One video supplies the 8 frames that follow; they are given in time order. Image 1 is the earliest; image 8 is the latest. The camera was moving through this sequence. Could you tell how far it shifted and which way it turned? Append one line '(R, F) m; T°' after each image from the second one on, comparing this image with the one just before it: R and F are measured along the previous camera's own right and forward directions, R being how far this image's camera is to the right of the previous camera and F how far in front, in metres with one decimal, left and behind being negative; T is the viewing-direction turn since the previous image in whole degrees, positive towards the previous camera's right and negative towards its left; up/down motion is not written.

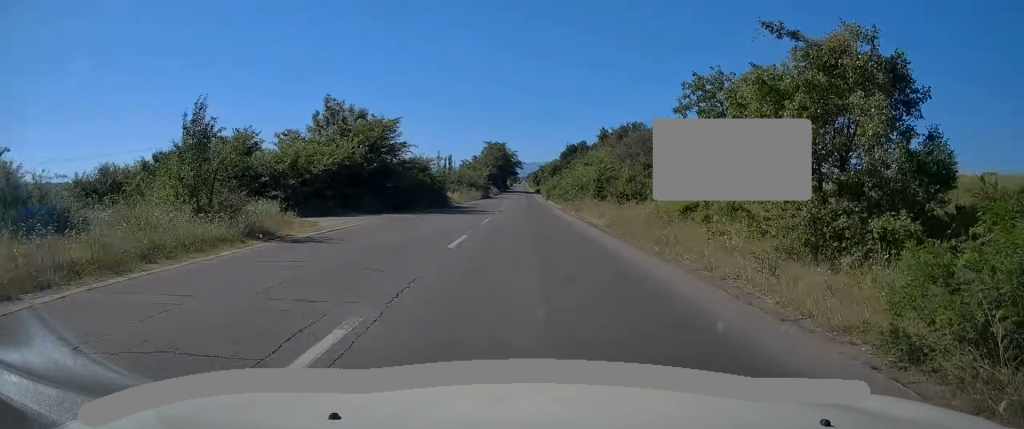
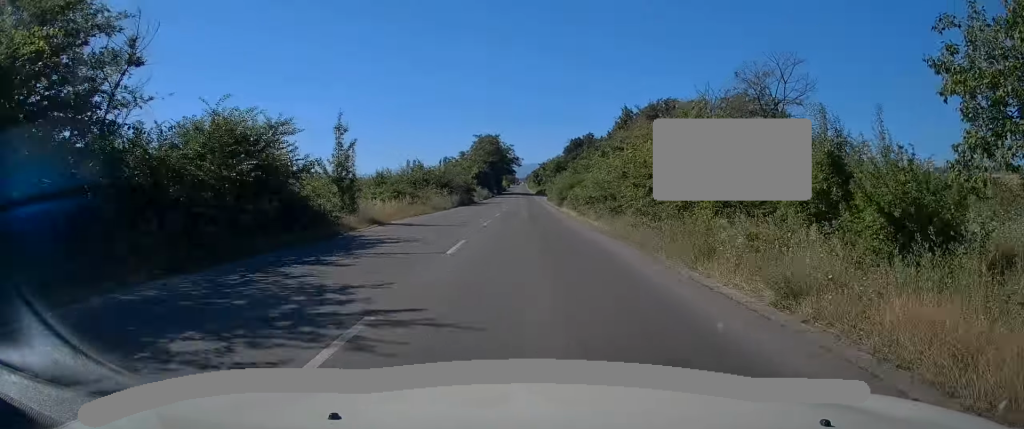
(-0.1, +27.1) m; 0°
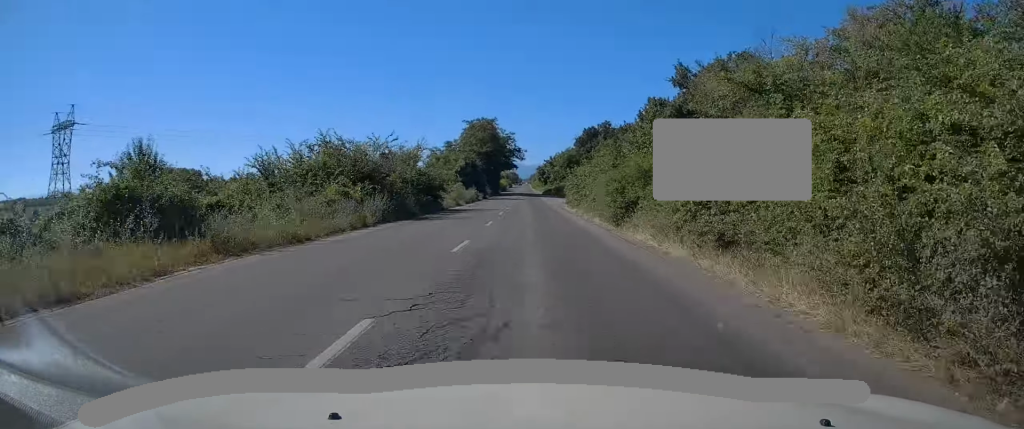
(0.0, +28.1) m; 0°
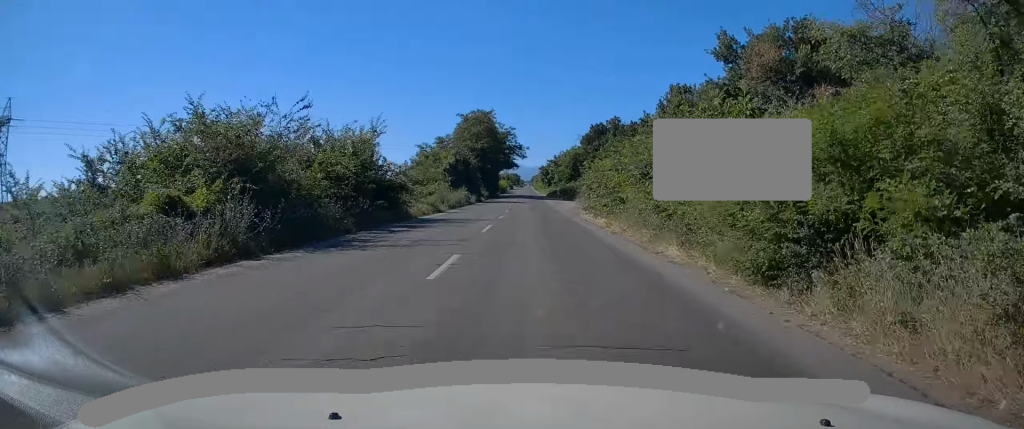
(0.0, +12.1) m; 0°
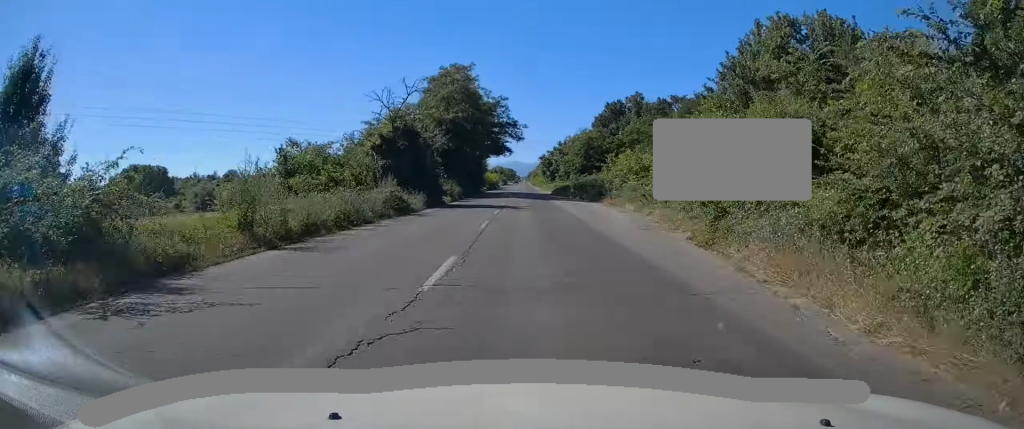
(-0.1, +29.1) m; 0°
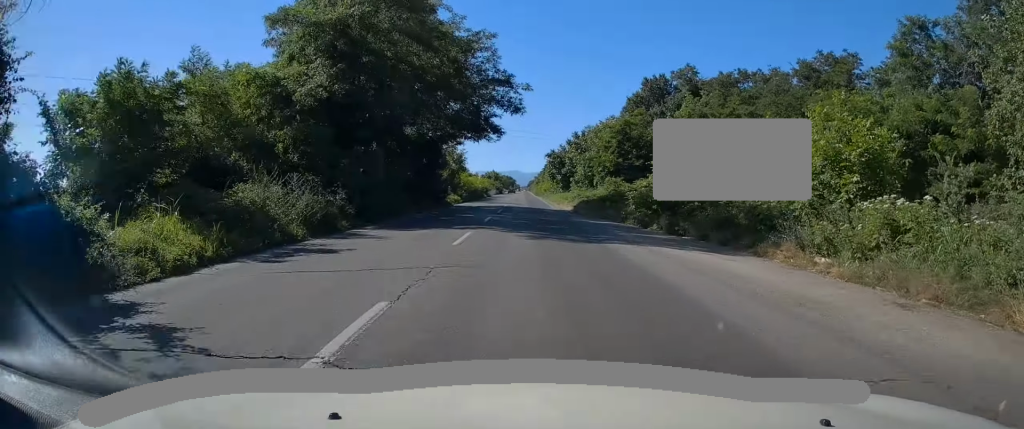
(+0.3, +31.6) m; 0°
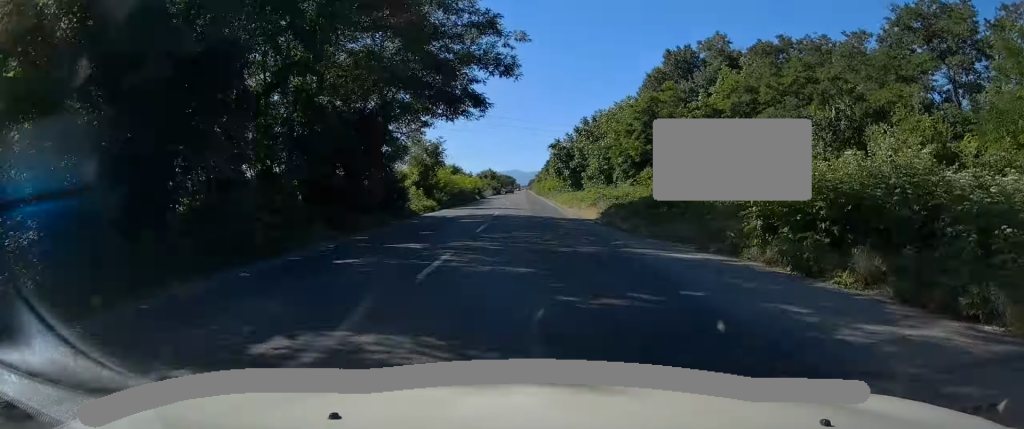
(-0.1, +13.2) m; 0°
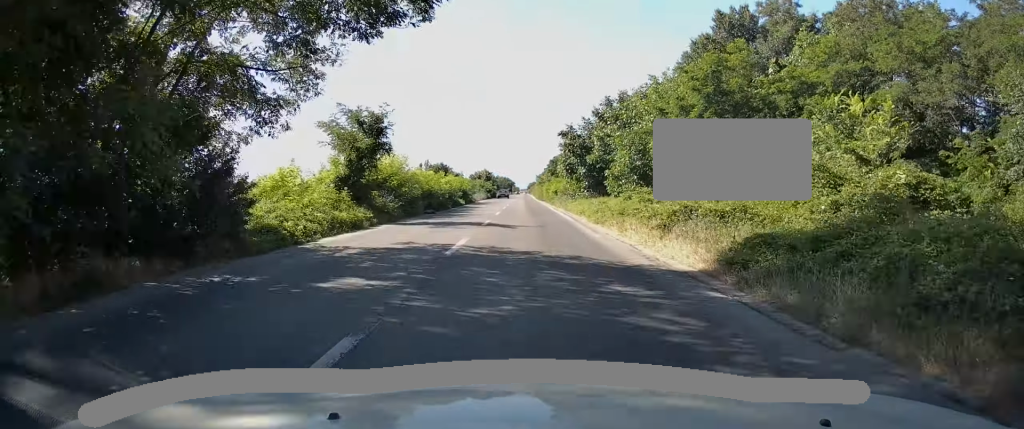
(+0.1, +15.2) m; 0°
